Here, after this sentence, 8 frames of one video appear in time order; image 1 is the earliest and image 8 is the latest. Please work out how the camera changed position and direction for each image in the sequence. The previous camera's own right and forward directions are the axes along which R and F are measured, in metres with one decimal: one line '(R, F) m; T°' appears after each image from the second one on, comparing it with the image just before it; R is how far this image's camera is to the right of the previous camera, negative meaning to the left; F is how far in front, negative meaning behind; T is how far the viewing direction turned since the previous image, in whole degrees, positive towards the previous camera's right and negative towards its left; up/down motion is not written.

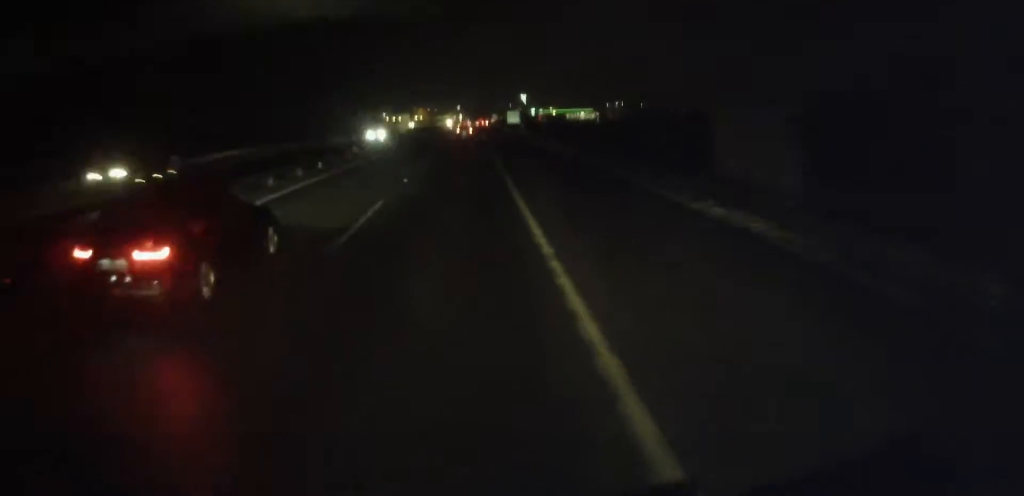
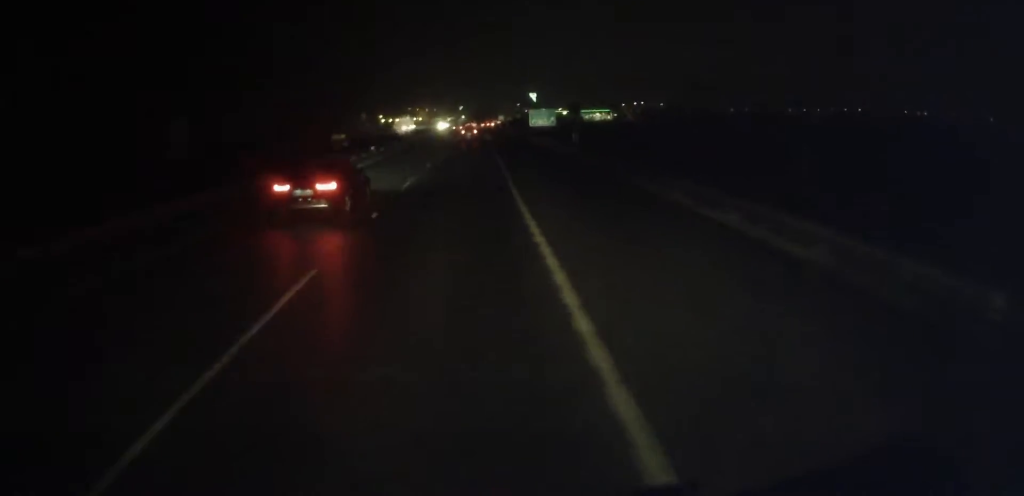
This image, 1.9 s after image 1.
(-0.2, +42.5) m; 0°
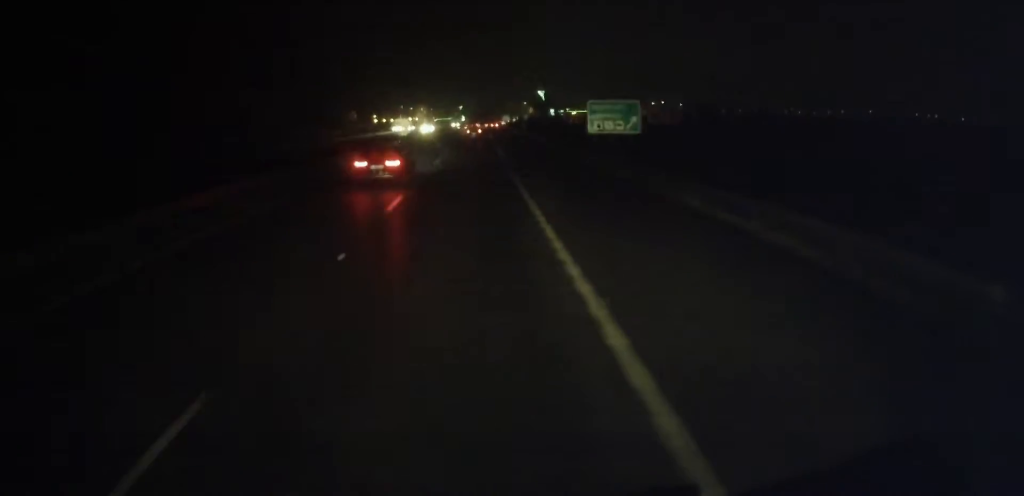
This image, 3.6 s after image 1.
(-0.1, +39.6) m; 0°
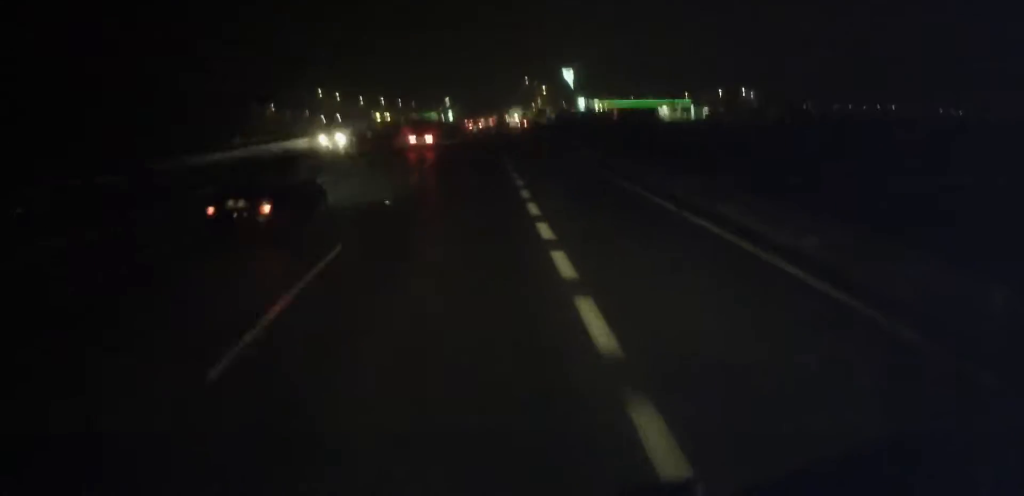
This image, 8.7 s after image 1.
(+0.6, +117.5) m; +1°
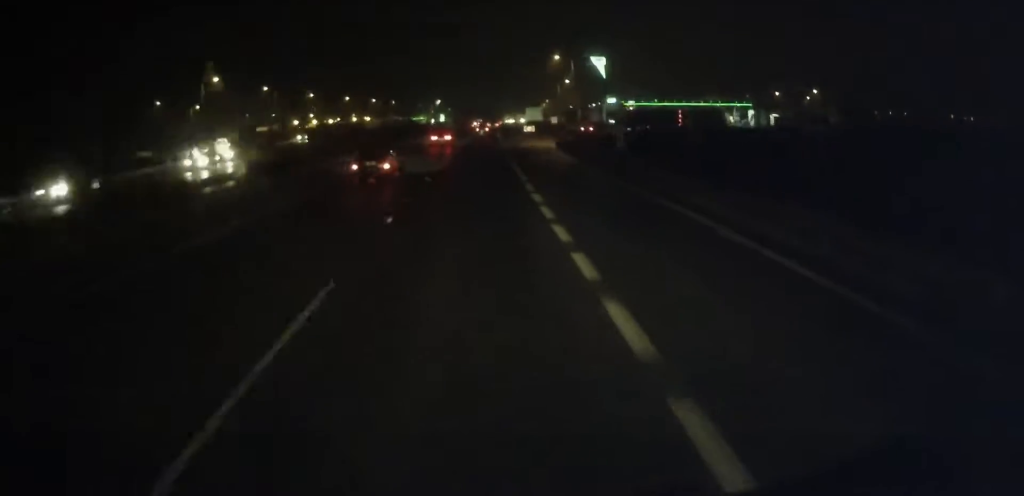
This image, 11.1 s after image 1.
(-0.2, +56.2) m; 0°
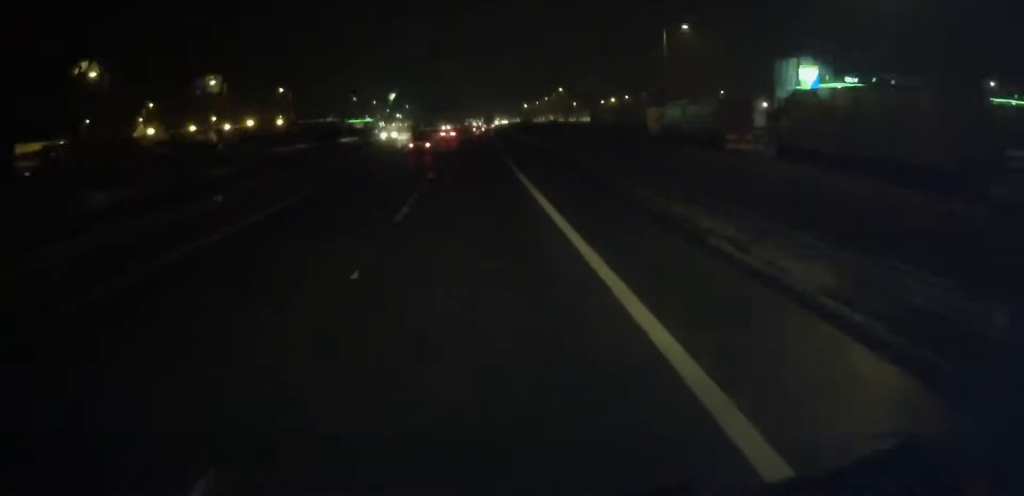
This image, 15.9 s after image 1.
(+1.6, +113.0) m; +2°
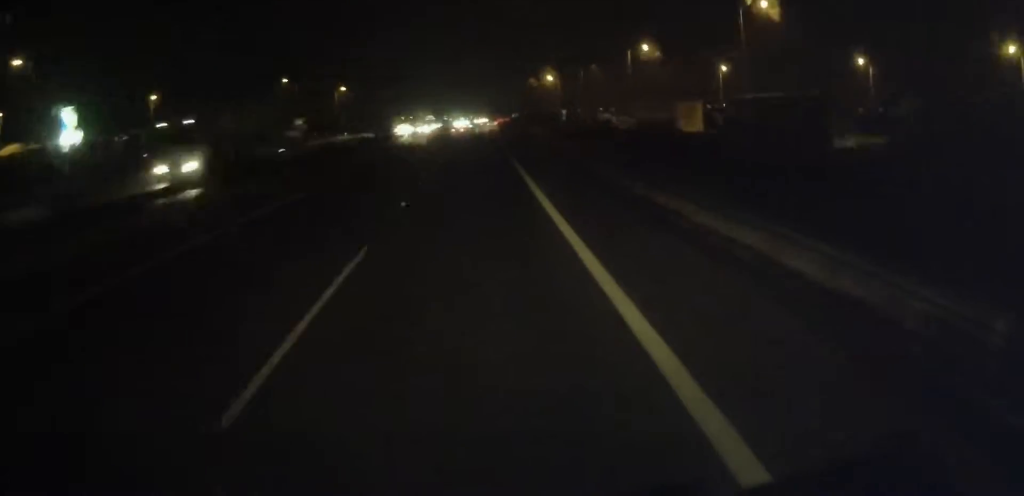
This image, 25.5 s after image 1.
(+7.6, +225.6) m; +4°
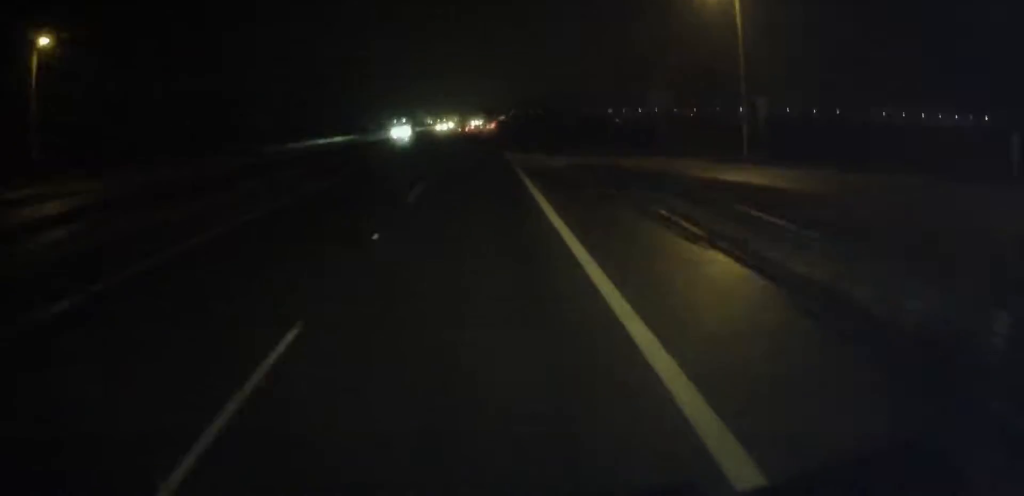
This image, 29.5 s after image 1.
(+1.3, +93.7) m; +1°
